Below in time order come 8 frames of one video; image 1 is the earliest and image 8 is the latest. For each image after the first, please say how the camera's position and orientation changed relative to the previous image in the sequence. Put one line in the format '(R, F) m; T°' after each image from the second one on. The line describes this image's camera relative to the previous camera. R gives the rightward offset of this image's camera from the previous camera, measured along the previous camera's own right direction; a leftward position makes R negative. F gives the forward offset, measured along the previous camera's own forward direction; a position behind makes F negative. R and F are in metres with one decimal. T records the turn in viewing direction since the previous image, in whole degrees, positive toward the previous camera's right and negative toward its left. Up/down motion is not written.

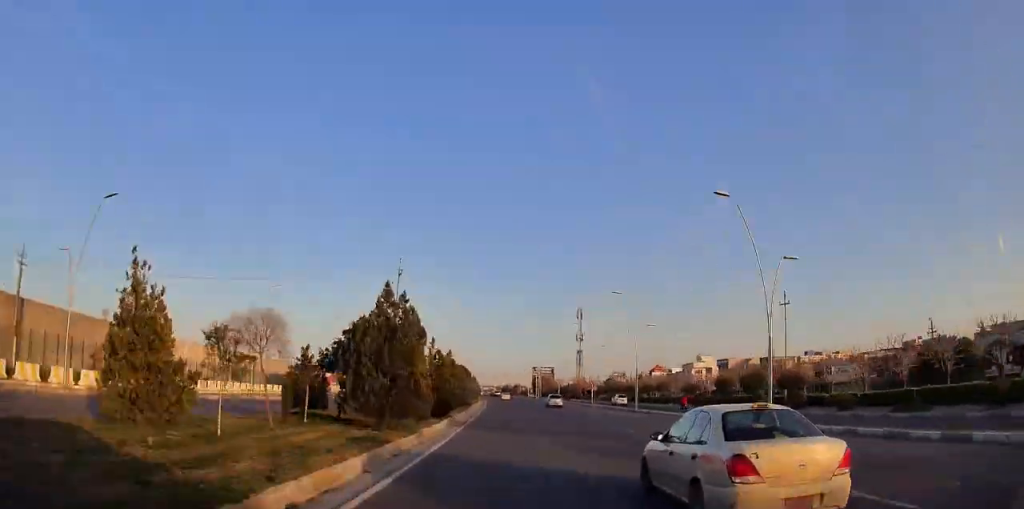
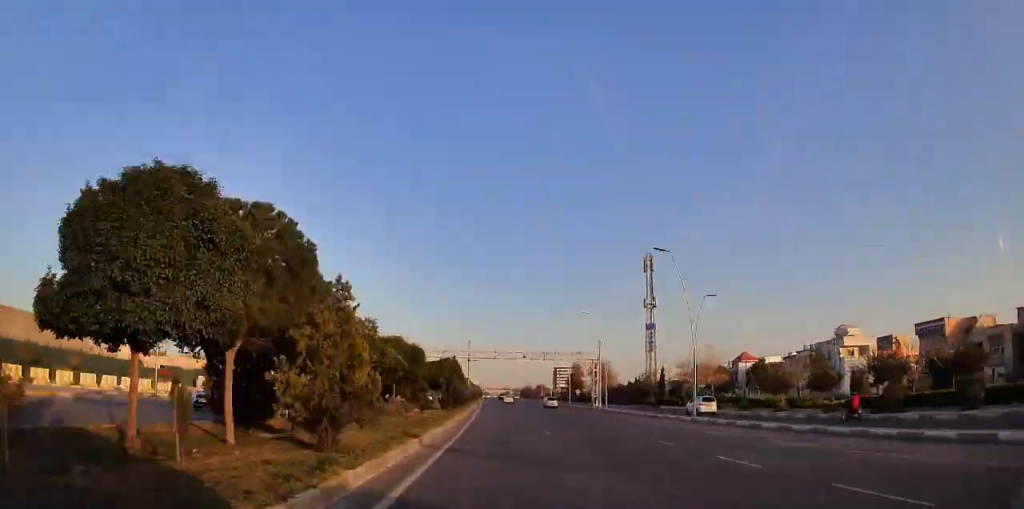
(-1.7, +81.1) m; -2°
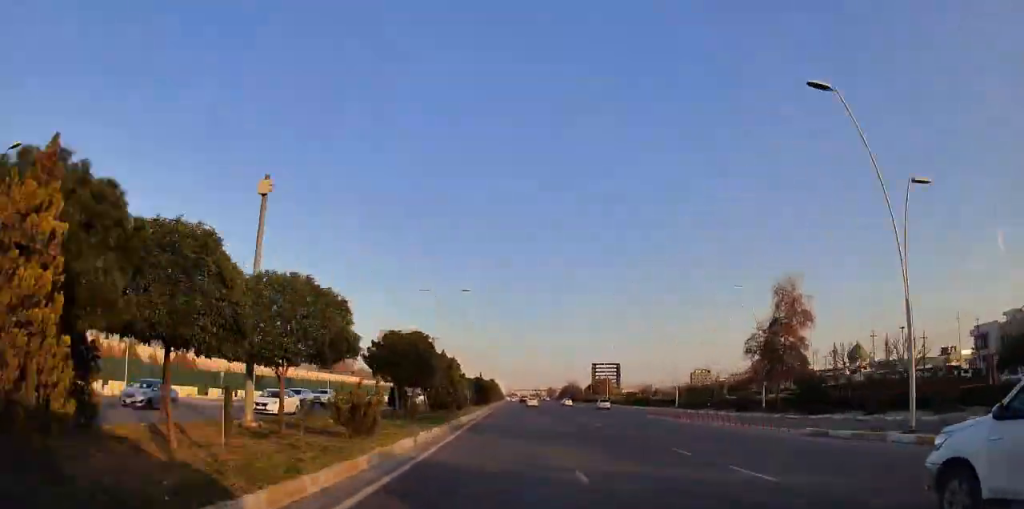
(-2.3, +111.7) m; -2°
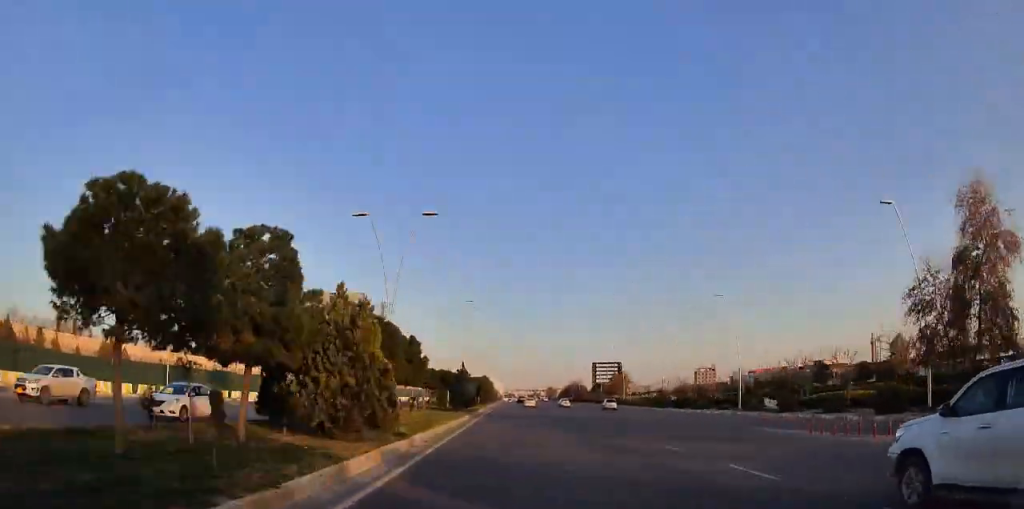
(0.0, +23.3) m; 0°
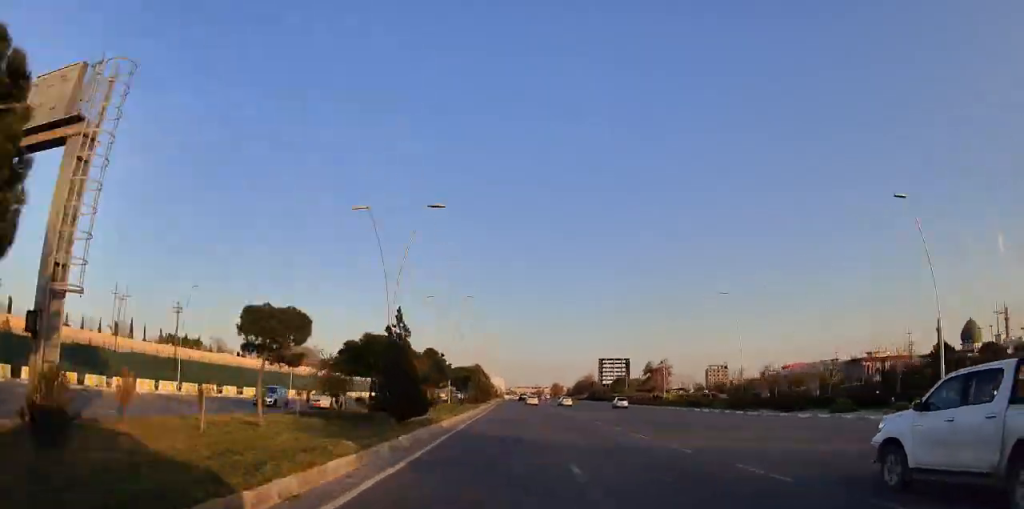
(0.0, +29.0) m; 0°
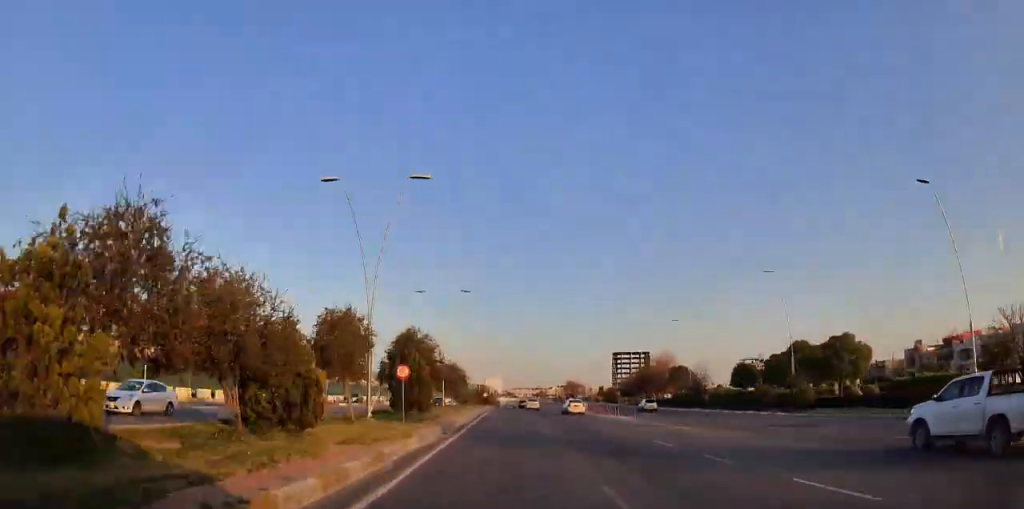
(0.0, +89.4) m; 0°
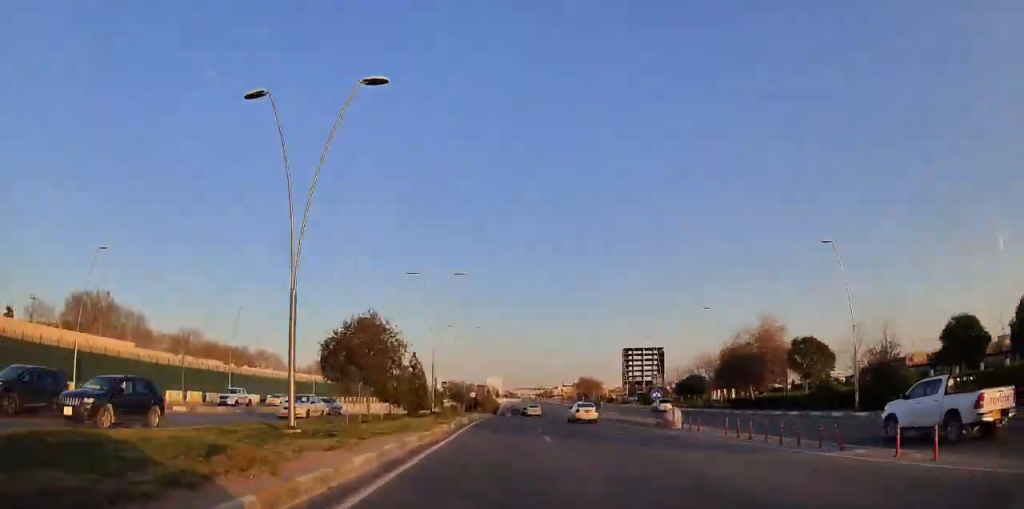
(0.0, +39.3) m; 0°
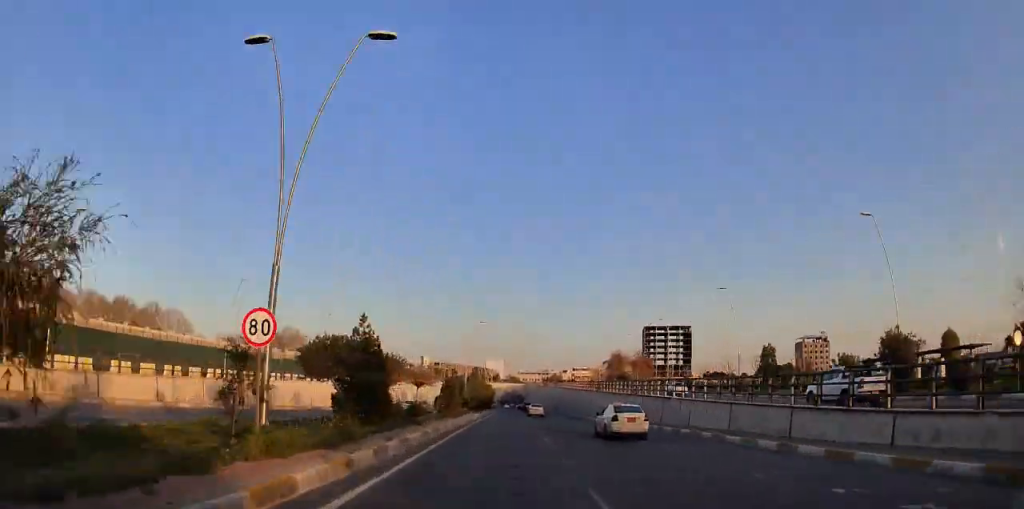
(-0.1, +63.7) m; 0°
